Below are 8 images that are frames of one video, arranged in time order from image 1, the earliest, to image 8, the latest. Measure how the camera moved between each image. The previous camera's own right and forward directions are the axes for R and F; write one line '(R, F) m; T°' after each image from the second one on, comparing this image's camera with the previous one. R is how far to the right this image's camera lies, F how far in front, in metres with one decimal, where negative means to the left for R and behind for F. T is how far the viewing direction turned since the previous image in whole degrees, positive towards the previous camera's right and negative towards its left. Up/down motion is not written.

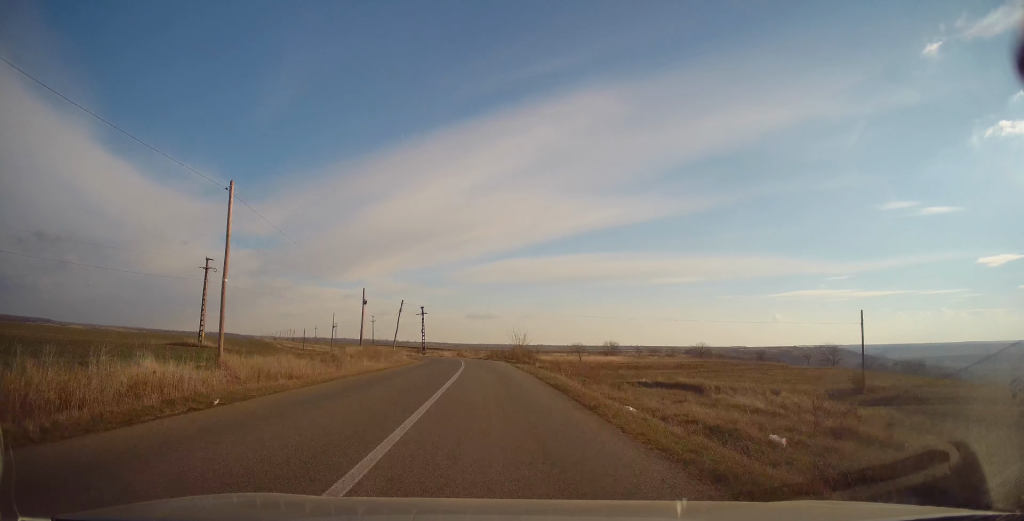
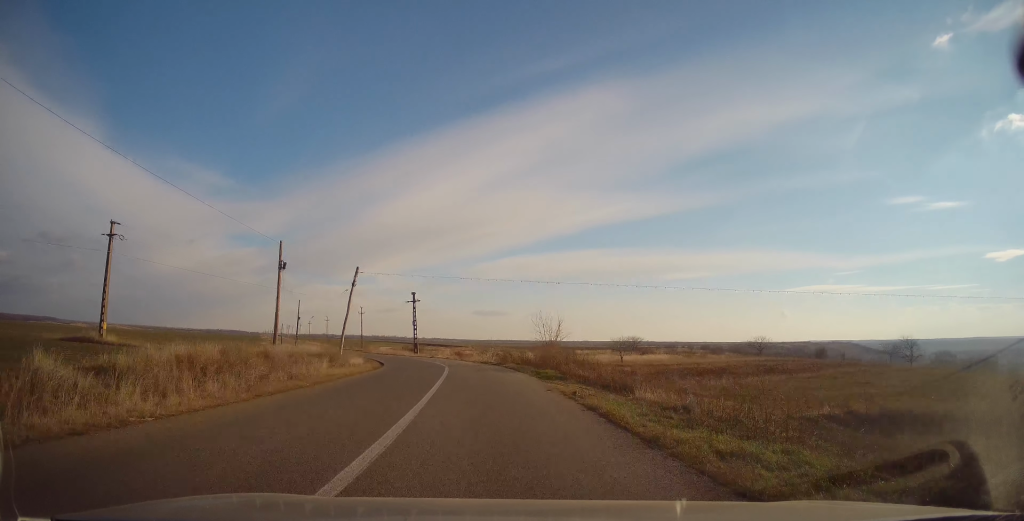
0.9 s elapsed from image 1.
(0.0, +23.3) m; -2°
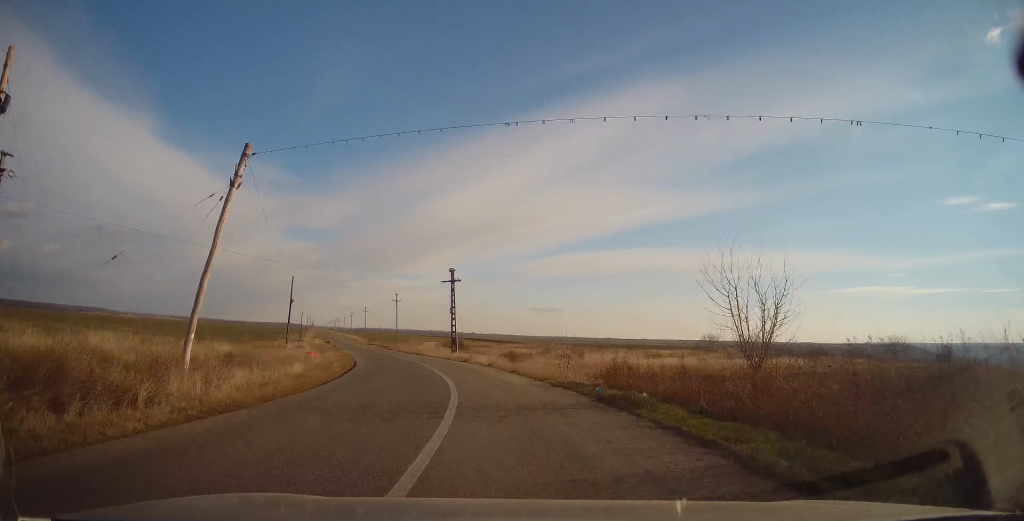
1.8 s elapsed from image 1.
(-0.8, +23.6) m; -5°
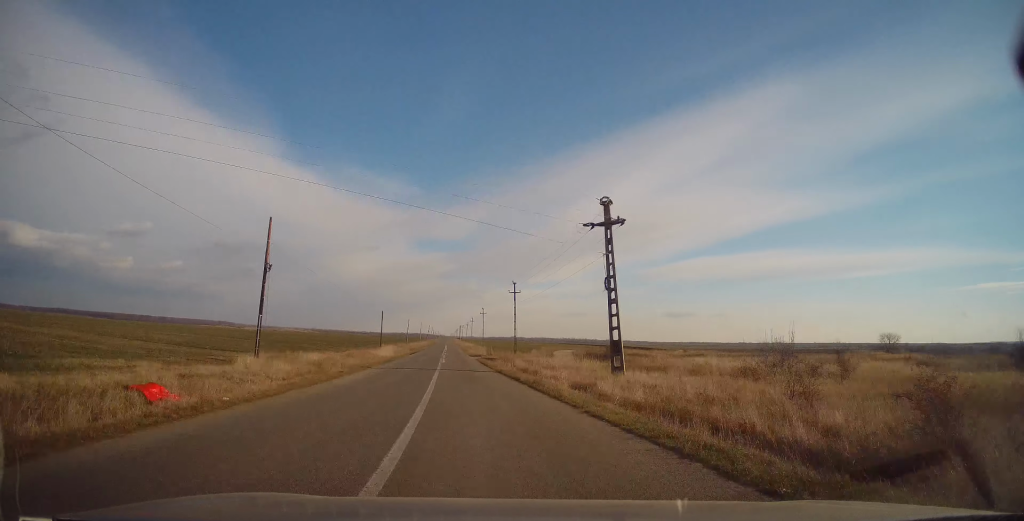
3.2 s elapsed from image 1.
(-3.2, +33.8) m; -12°
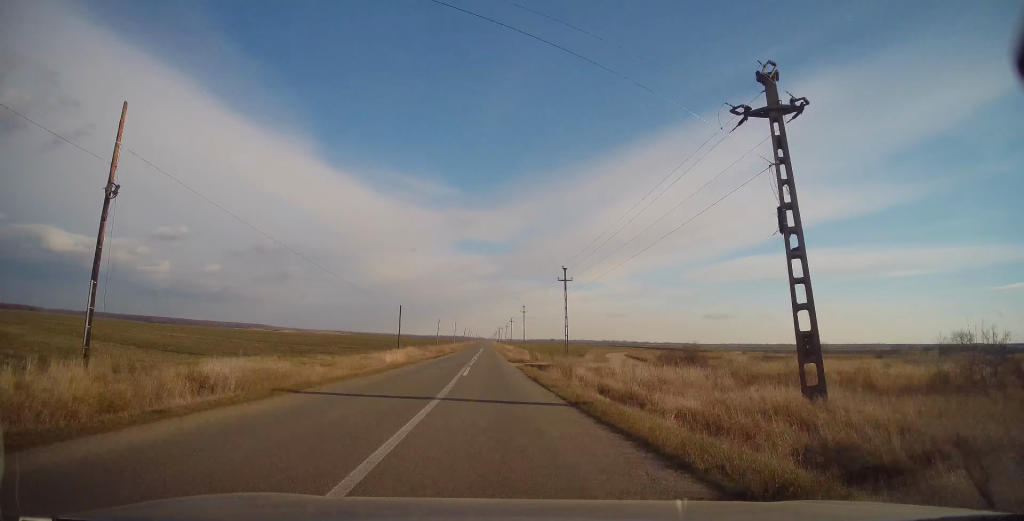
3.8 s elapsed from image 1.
(-1.5, +16.0) m; -4°
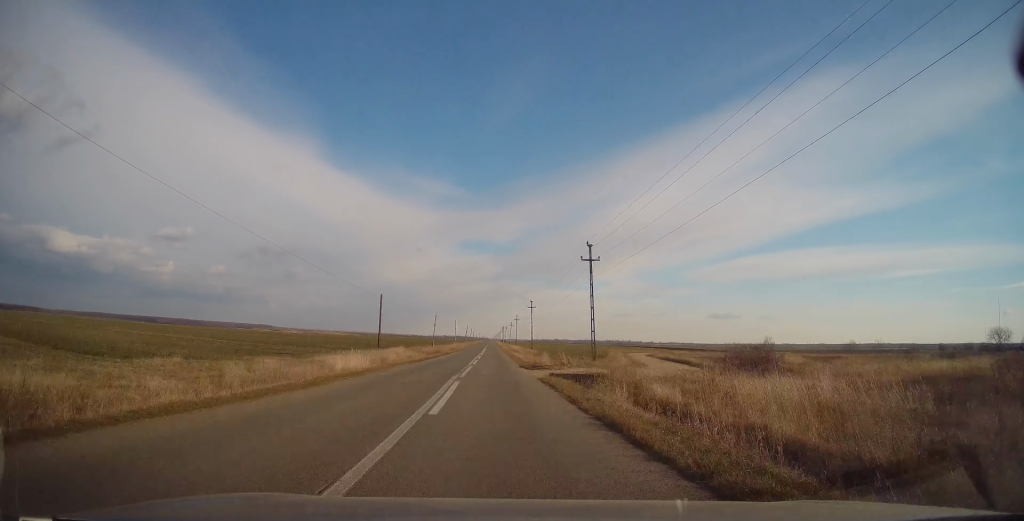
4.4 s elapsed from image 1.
(-0.2, +13.2) m; -1°
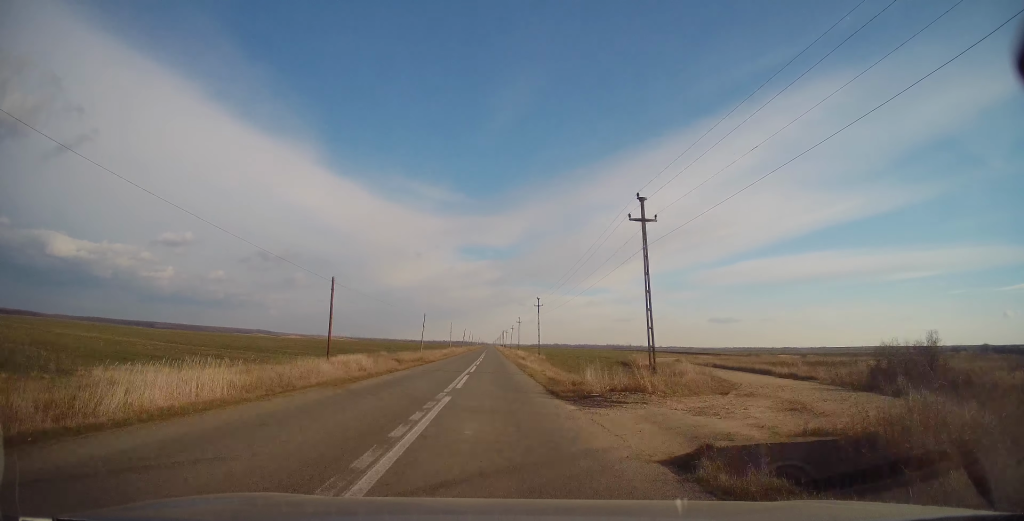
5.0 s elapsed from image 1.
(+0.2, +16.1) m; -1°
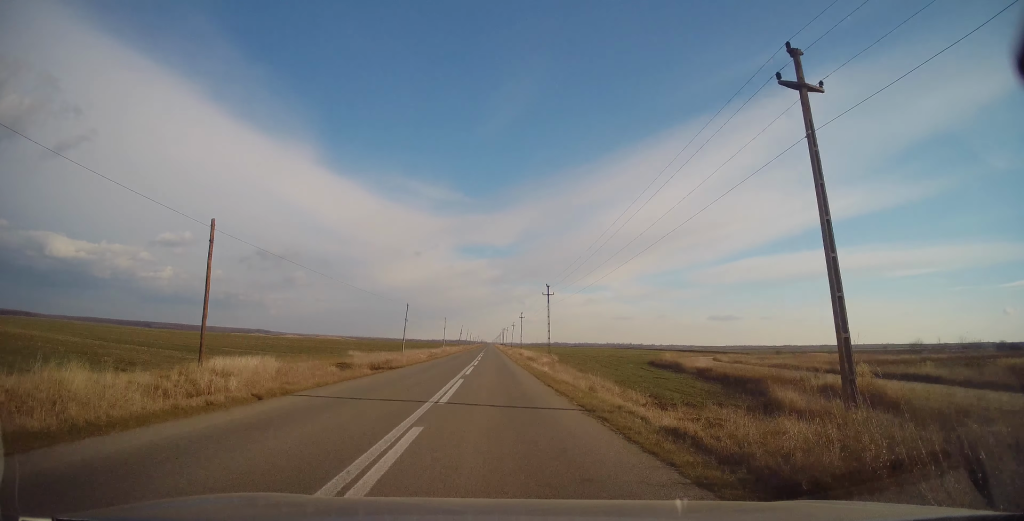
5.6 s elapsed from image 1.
(-0.3, +16.4) m; -1°
